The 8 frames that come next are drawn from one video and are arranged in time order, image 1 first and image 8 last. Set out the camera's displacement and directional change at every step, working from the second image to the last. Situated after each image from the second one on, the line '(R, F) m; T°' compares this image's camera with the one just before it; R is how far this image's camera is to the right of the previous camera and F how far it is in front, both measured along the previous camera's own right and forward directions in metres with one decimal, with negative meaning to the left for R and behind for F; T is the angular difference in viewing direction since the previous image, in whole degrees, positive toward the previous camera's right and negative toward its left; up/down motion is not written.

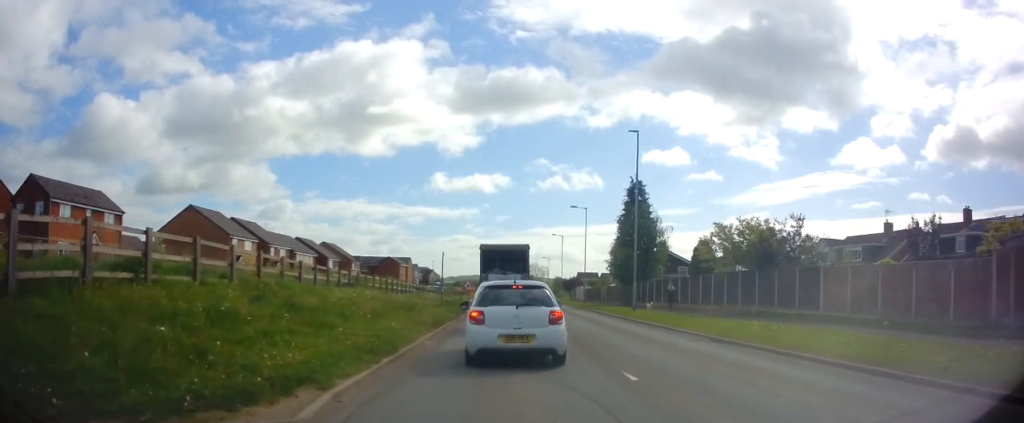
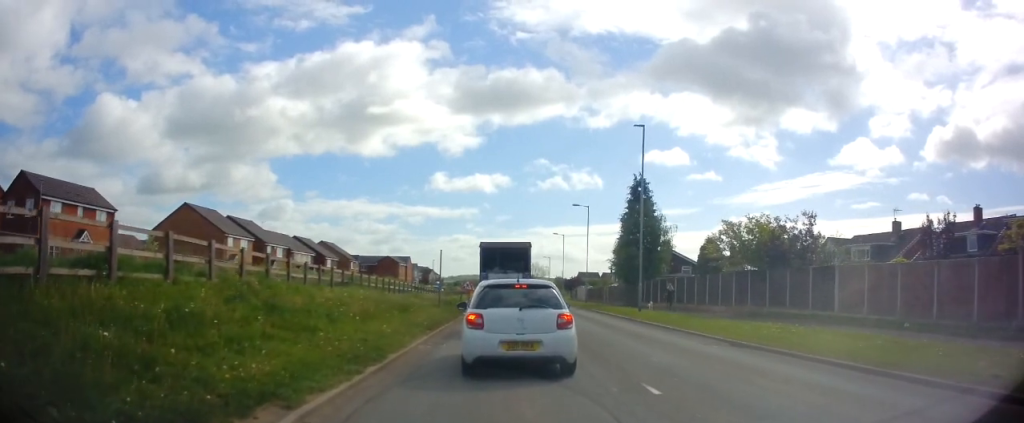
(0.0, +1.0) m; 0°
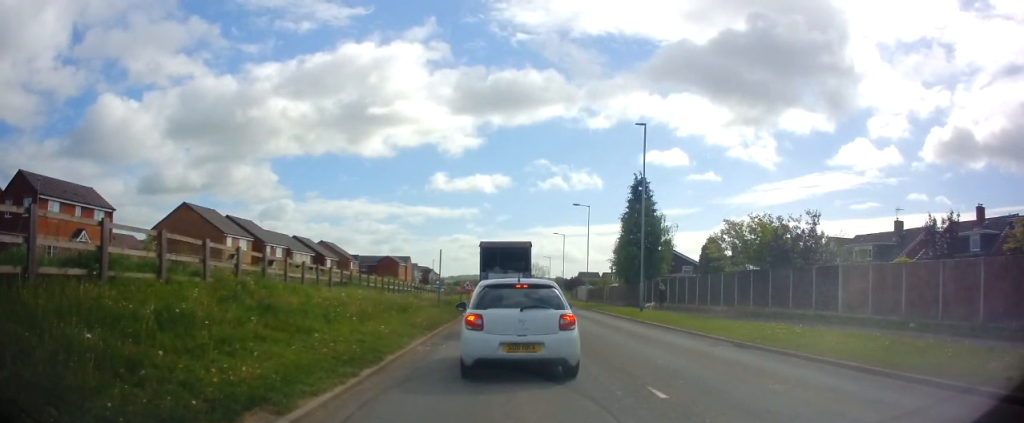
(0.0, +0.1) m; 0°
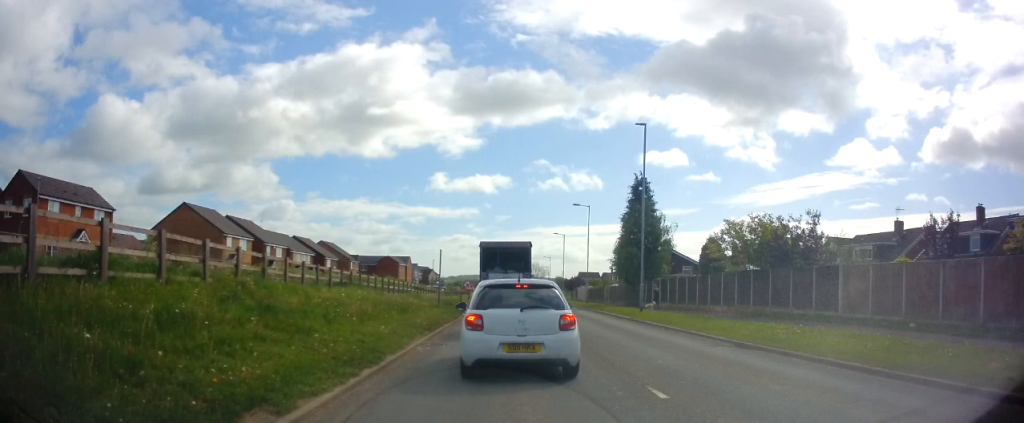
(0.0, 0.0) m; 0°
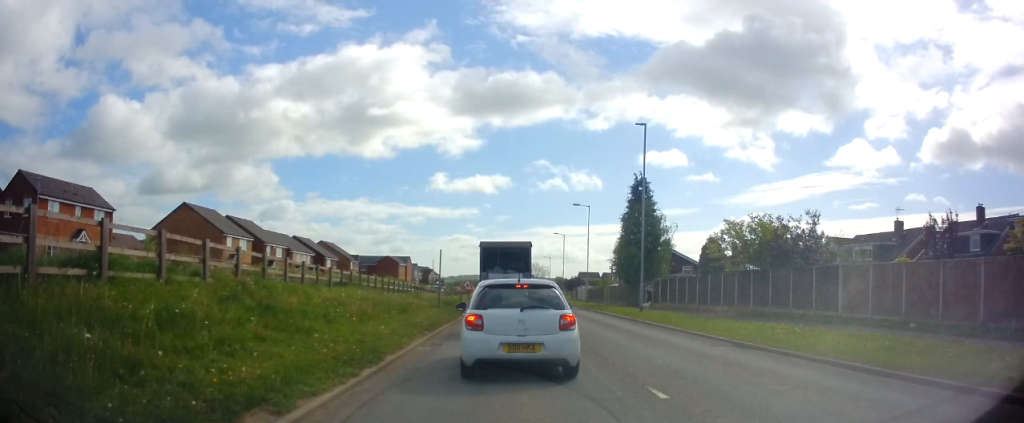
(0.0, 0.0) m; 0°
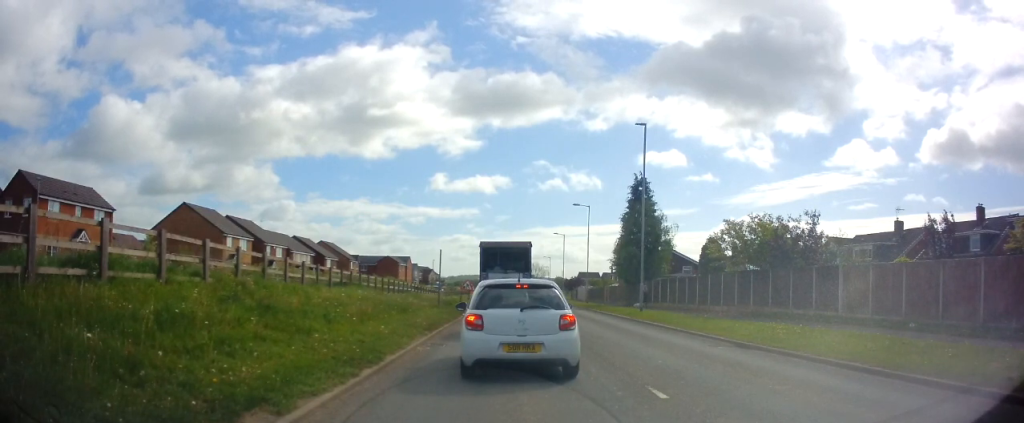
(0.0, 0.0) m; 0°
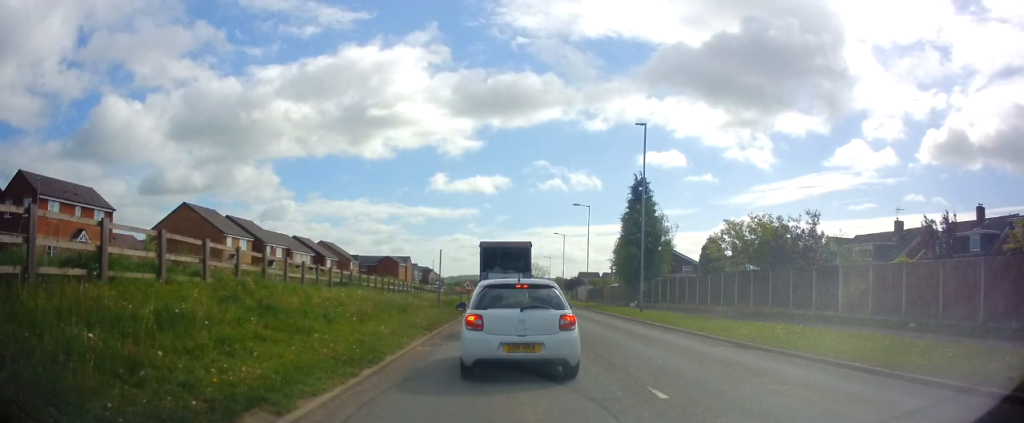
(0.0, 0.0) m; 0°
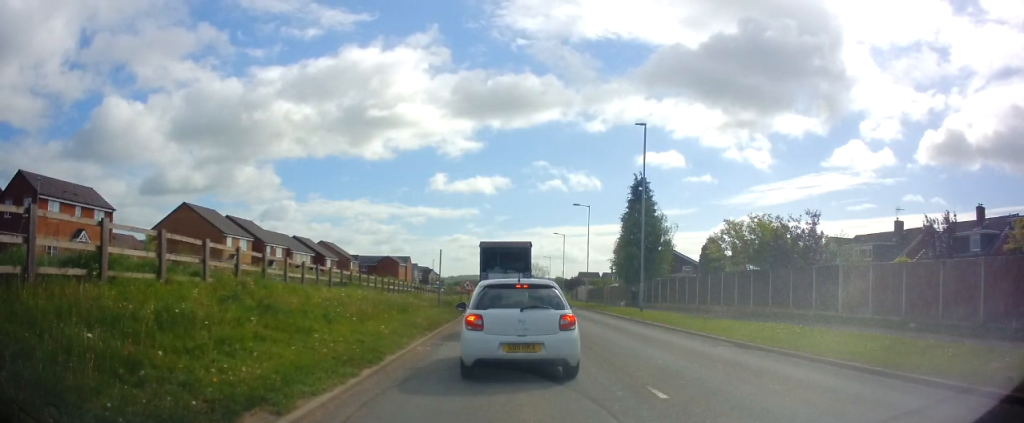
(0.0, 0.0) m; 0°
